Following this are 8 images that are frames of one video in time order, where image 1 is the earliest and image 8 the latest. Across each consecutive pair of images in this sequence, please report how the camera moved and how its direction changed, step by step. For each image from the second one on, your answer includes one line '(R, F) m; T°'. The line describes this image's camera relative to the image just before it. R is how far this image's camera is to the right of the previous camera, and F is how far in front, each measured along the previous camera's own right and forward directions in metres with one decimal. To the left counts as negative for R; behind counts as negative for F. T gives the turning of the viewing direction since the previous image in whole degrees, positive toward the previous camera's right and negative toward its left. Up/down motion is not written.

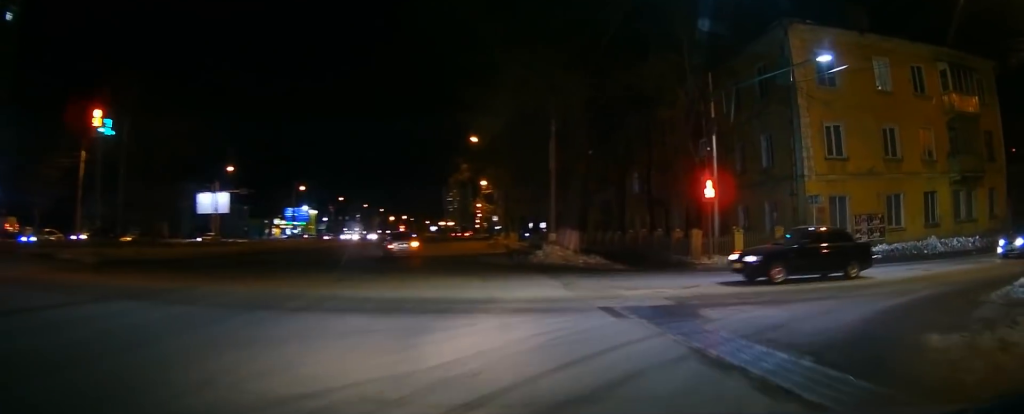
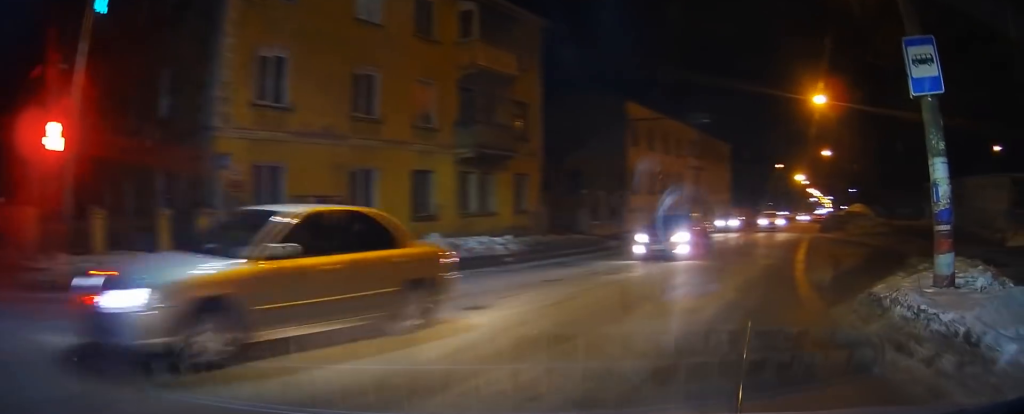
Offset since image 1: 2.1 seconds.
(+2.4, +10.4) m; +31°
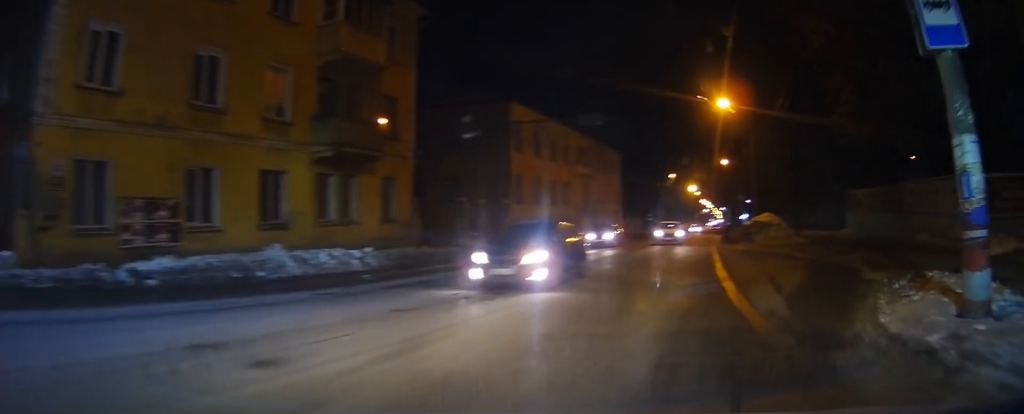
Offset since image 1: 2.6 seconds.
(+0.4, +2.8) m; +8°
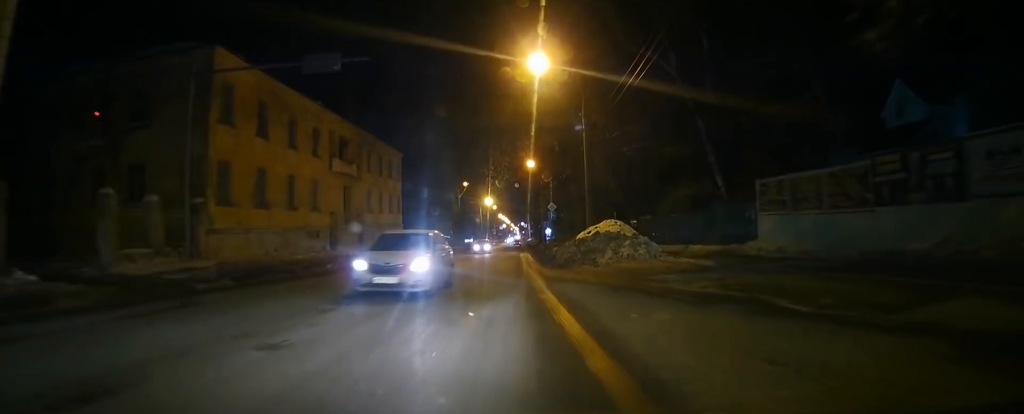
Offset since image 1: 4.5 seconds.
(+1.1, +10.0) m; +25°
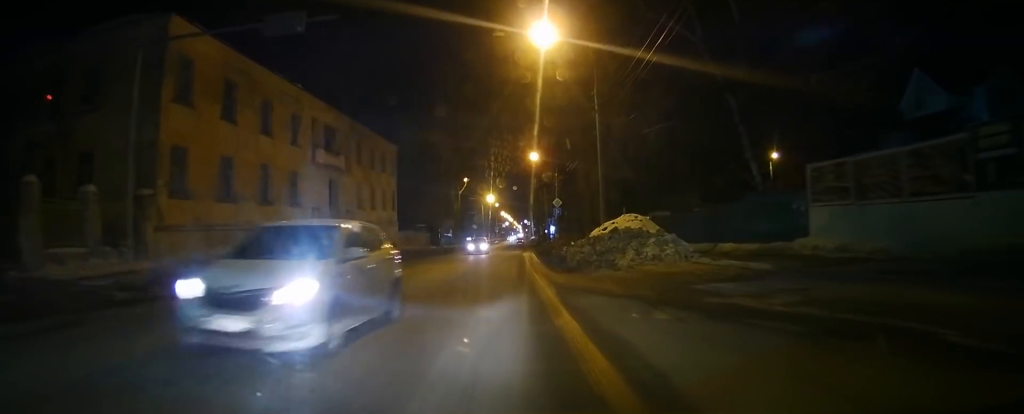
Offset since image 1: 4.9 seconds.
(+0.5, +3.3) m; +5°
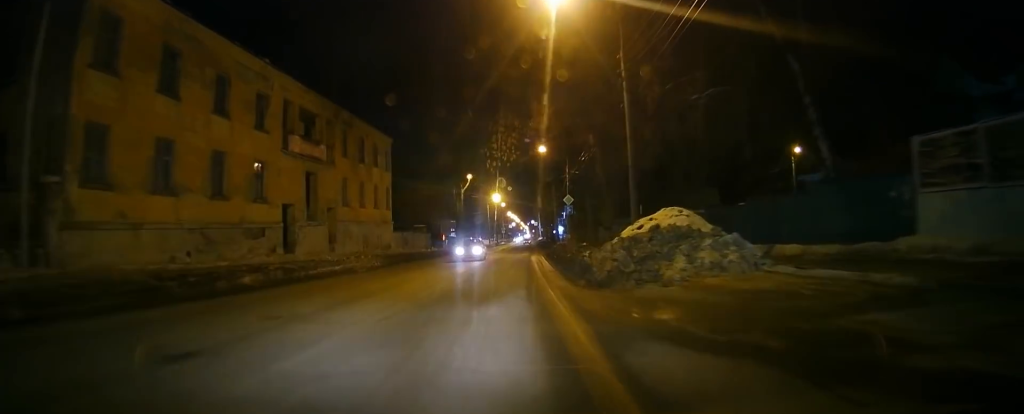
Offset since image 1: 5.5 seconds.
(+0.5, +4.4) m; +5°
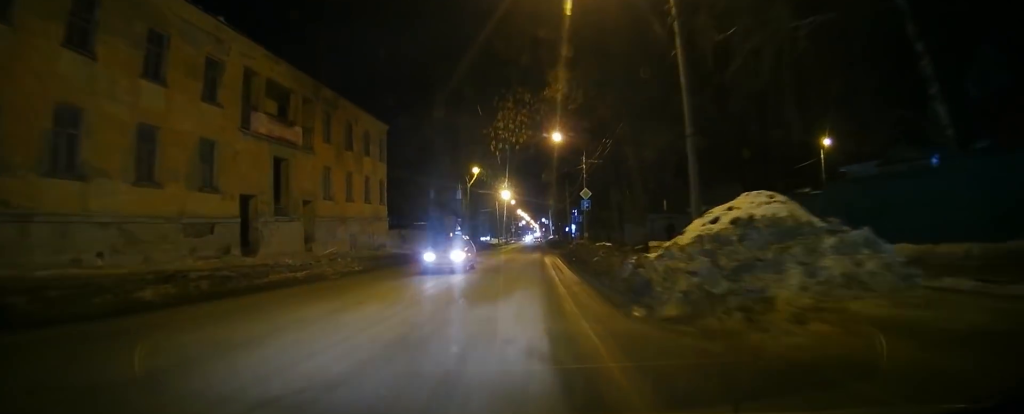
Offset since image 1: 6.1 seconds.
(0.0, +6.0) m; +3°
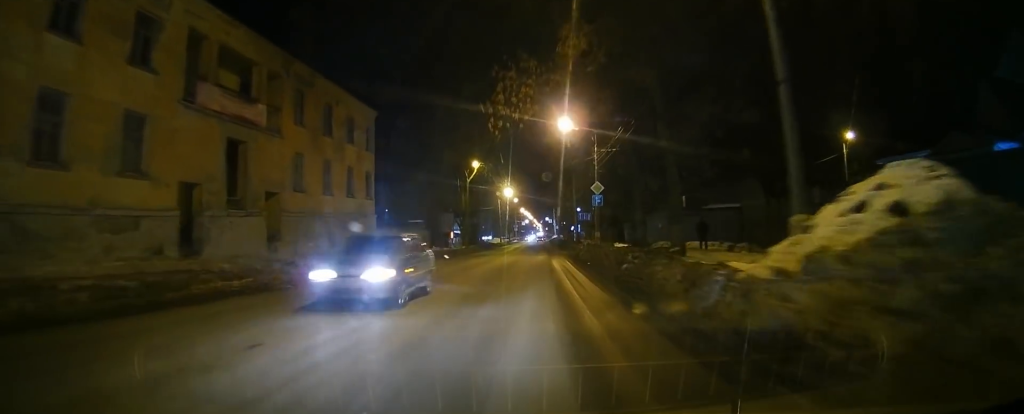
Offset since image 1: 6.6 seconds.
(-0.1, +5.4) m; +2°
